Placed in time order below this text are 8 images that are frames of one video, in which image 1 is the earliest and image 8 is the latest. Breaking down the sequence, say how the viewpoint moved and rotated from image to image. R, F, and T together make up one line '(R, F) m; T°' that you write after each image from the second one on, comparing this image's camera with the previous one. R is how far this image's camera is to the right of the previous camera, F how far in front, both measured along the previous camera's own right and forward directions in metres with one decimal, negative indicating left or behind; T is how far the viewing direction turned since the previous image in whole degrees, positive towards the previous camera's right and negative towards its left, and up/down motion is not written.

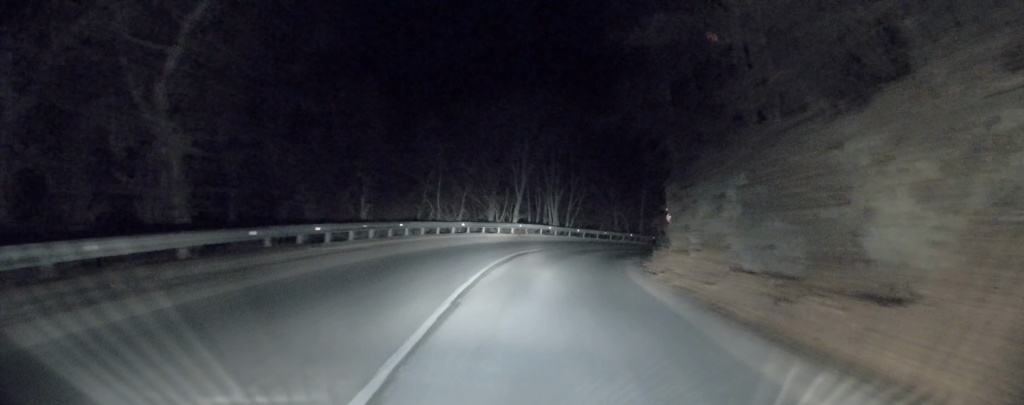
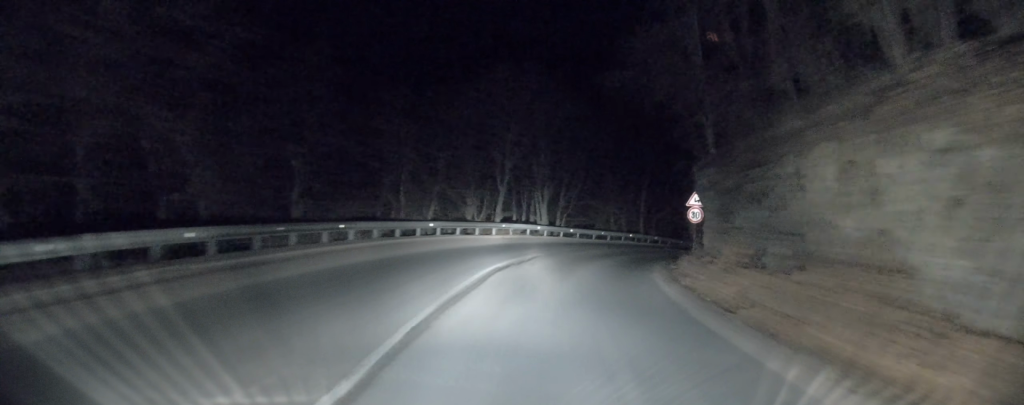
(0.0, +6.7) m; 0°
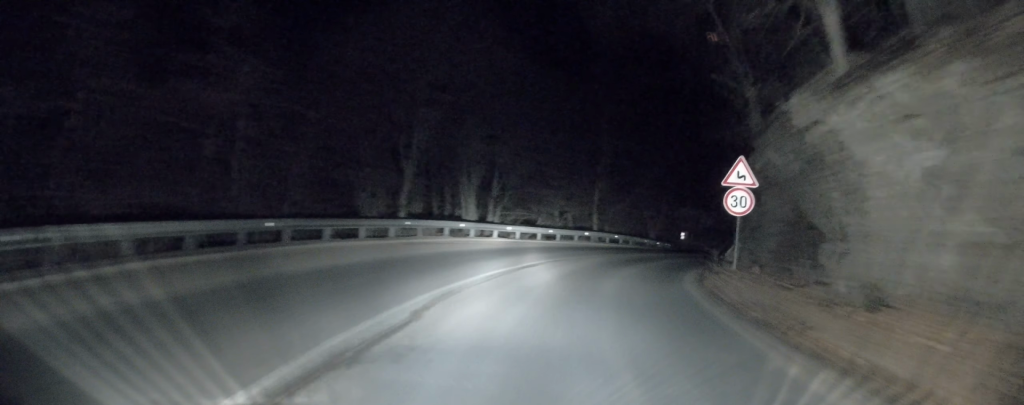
(0.0, +11.5) m; +3°
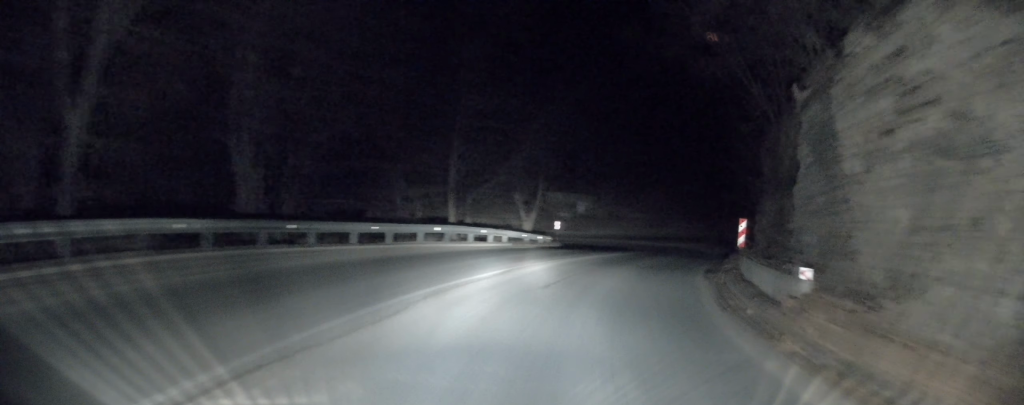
(+0.9, +12.5) m; +11°
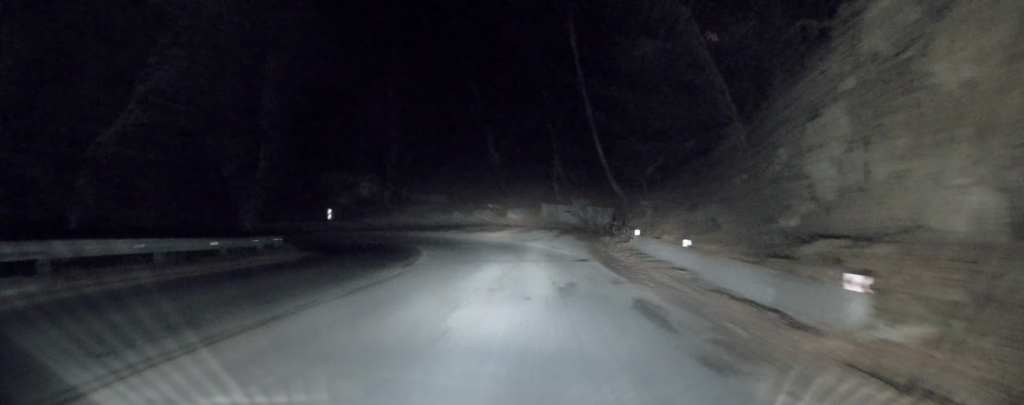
(+3.0, +16.9) m; +20°
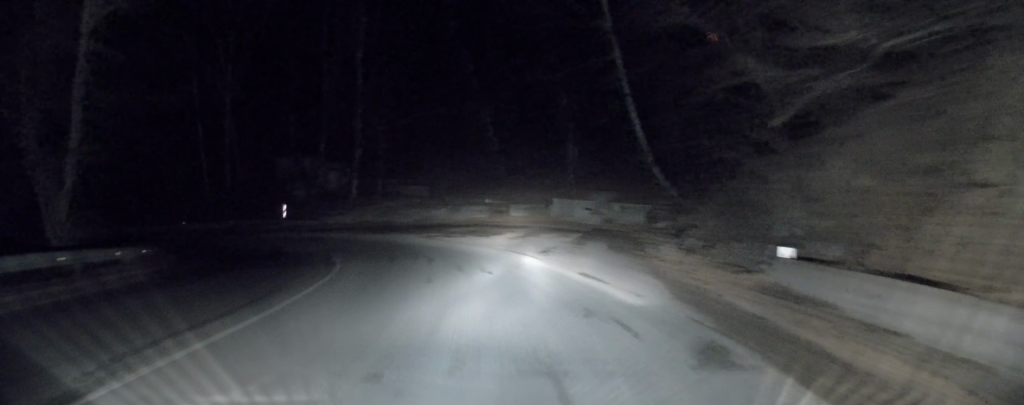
(+1.1, +10.9) m; 0°
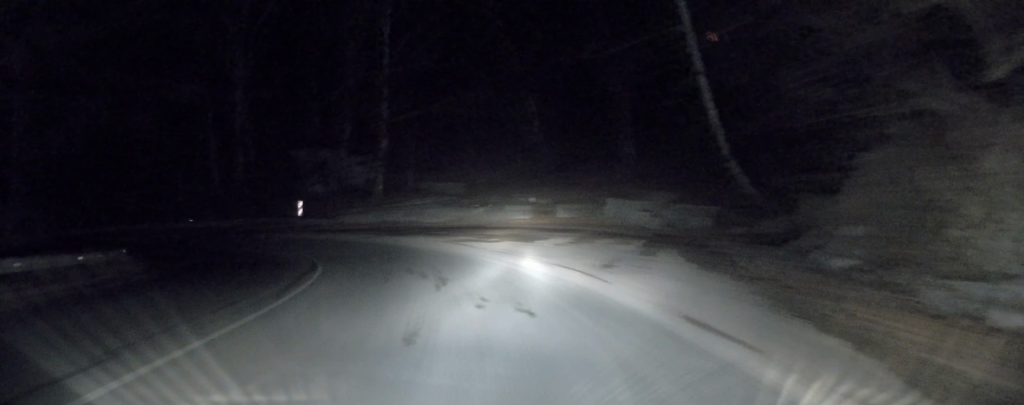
(-0.3, +5.0) m; -3°
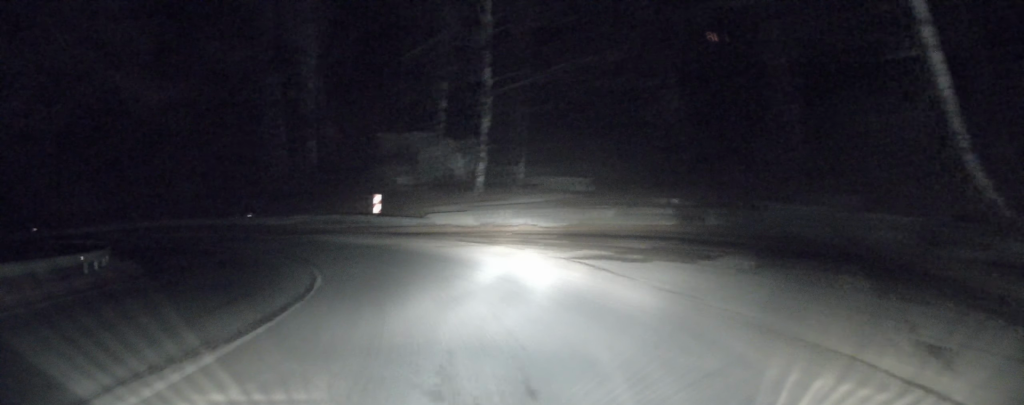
(-0.8, +8.4) m; -7°
